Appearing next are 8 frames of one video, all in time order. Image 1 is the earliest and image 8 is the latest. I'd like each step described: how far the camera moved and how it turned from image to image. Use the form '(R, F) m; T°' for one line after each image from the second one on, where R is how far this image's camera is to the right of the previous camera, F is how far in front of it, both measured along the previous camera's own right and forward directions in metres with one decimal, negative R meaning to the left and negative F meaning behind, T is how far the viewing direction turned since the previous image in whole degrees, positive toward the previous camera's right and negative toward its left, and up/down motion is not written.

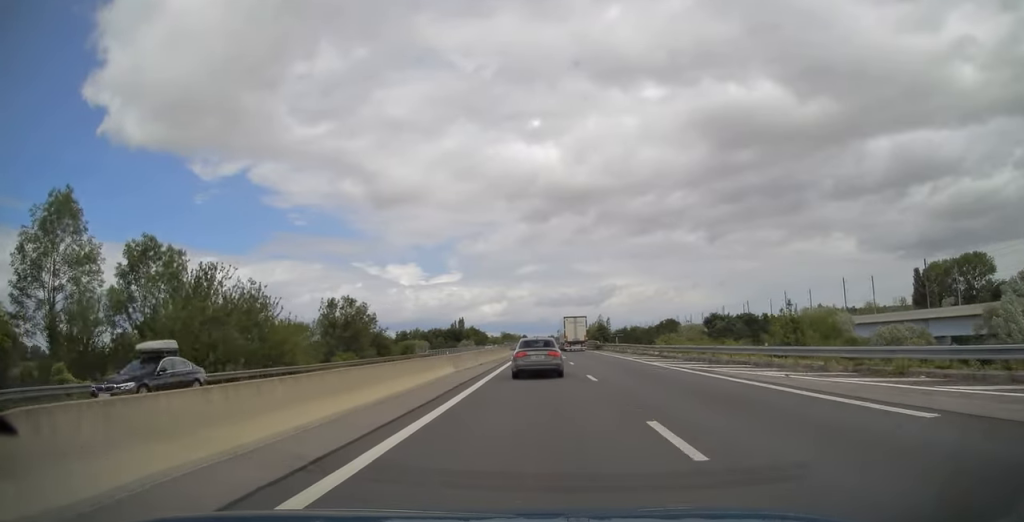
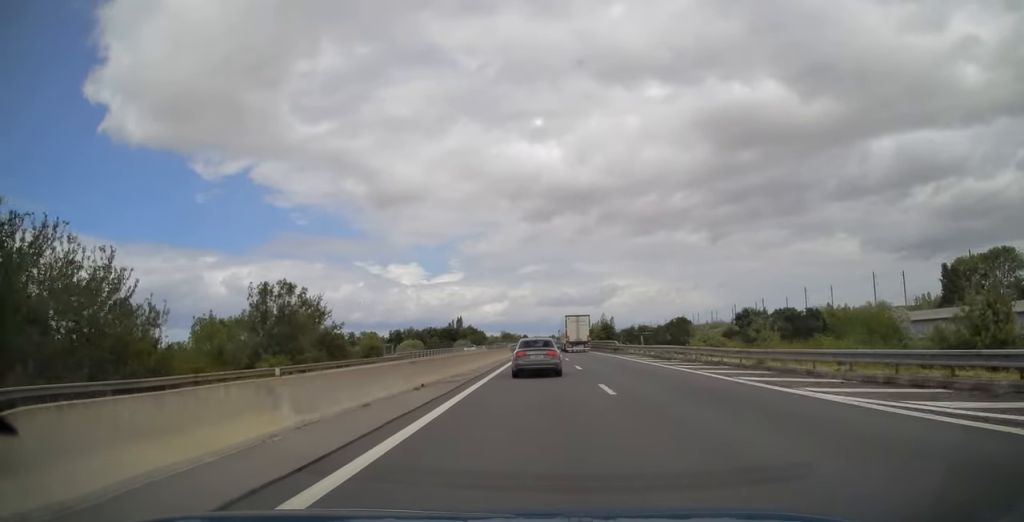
(0.0, +17.8) m; 0°
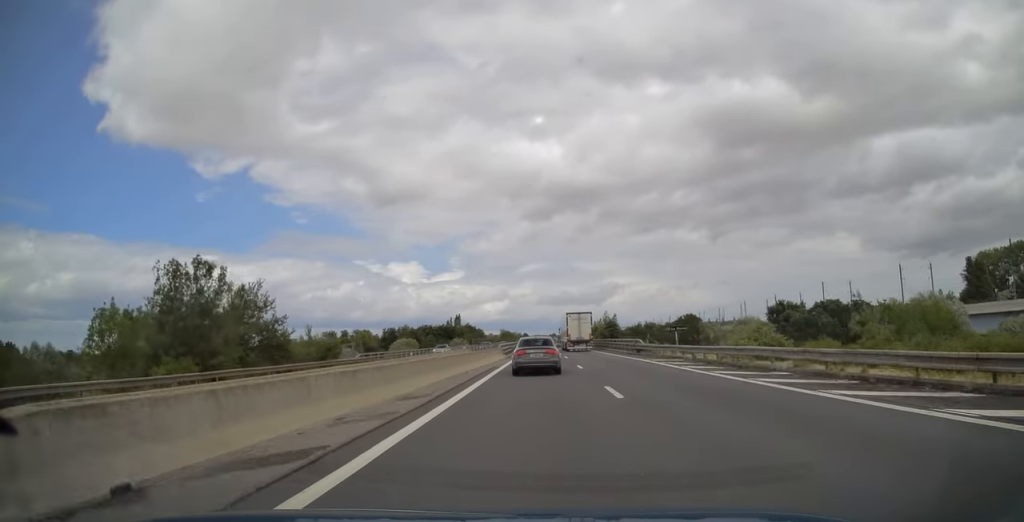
(0.0, +14.0) m; 0°
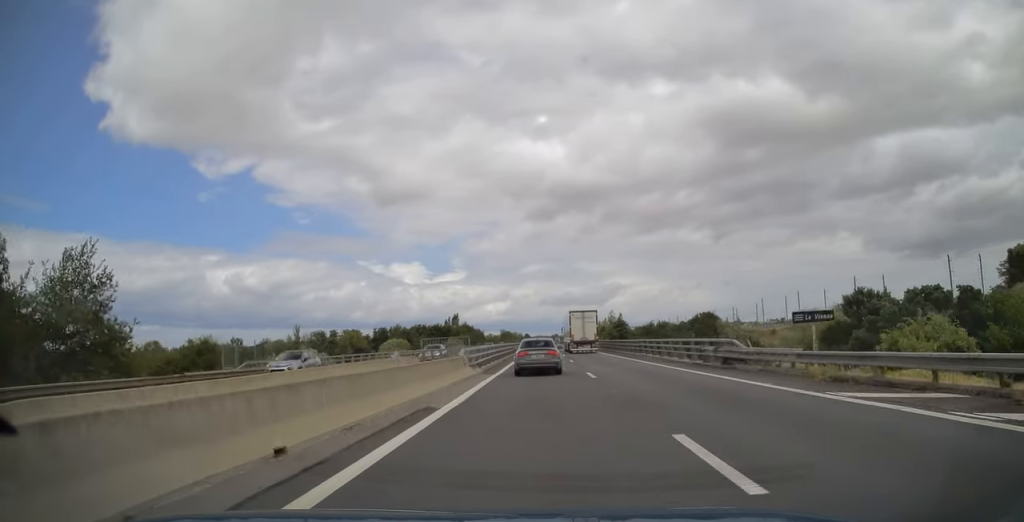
(0.0, +21.1) m; 0°
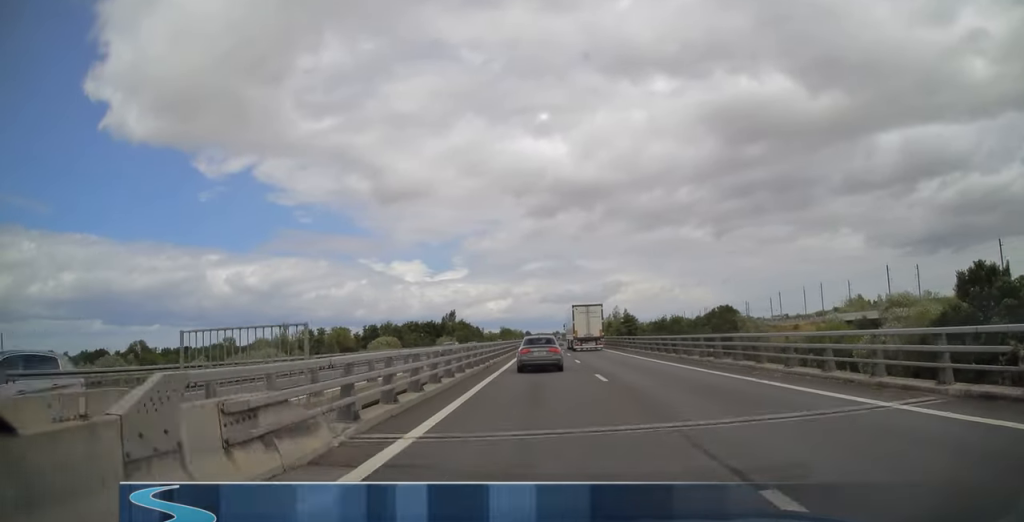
(0.0, +18.9) m; 0°
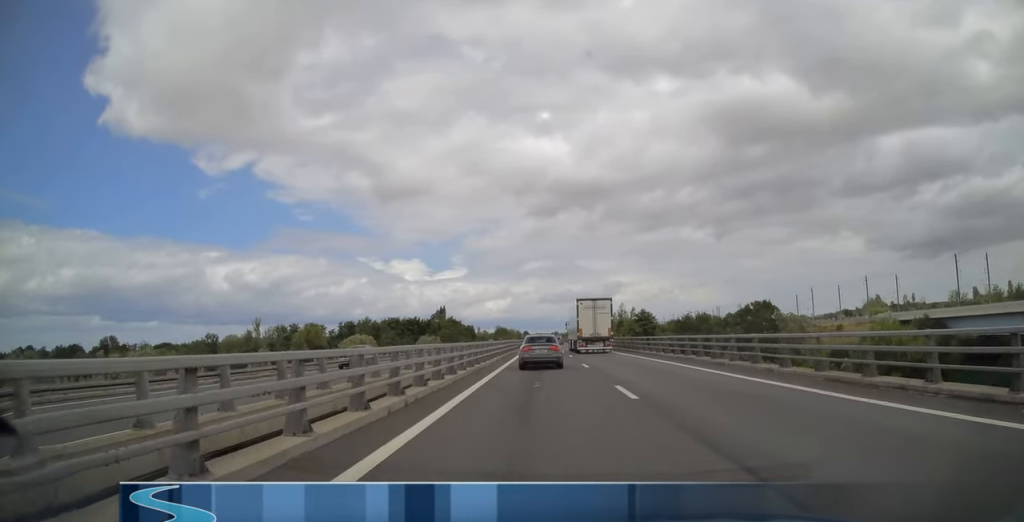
(0.0, +32.0) m; 0°
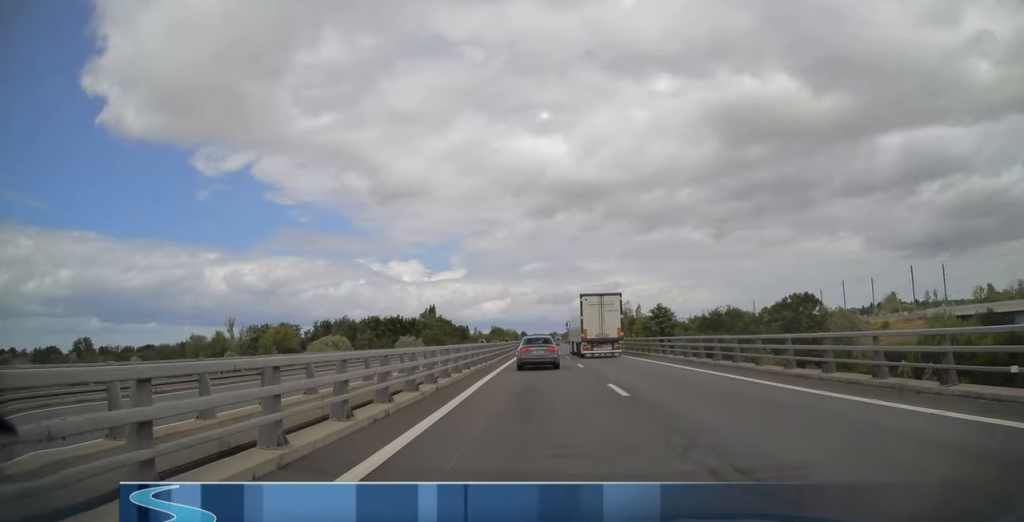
(0.0, +25.5) m; 0°
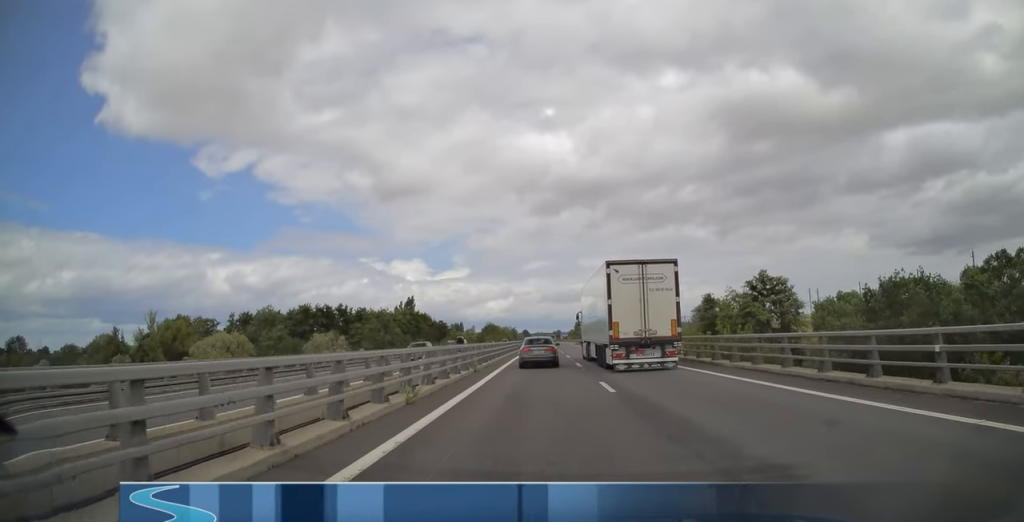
(0.0, +64.8) m; 0°
